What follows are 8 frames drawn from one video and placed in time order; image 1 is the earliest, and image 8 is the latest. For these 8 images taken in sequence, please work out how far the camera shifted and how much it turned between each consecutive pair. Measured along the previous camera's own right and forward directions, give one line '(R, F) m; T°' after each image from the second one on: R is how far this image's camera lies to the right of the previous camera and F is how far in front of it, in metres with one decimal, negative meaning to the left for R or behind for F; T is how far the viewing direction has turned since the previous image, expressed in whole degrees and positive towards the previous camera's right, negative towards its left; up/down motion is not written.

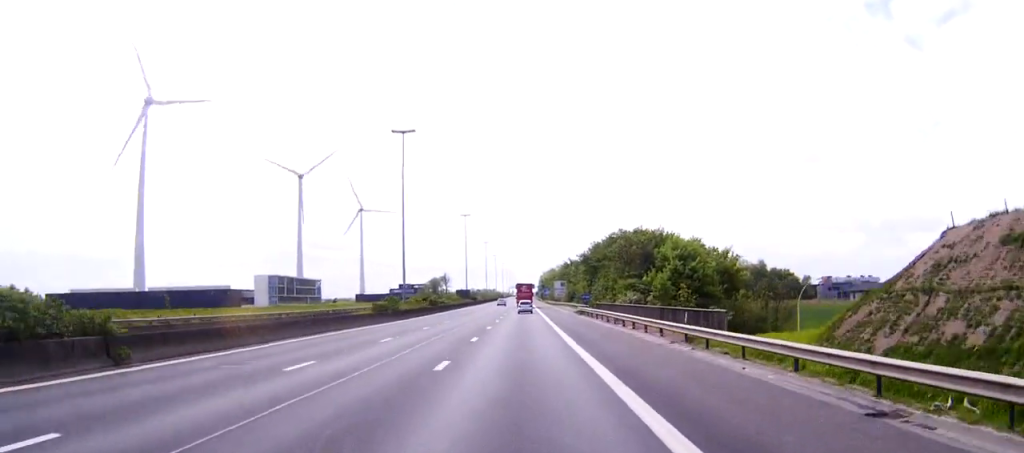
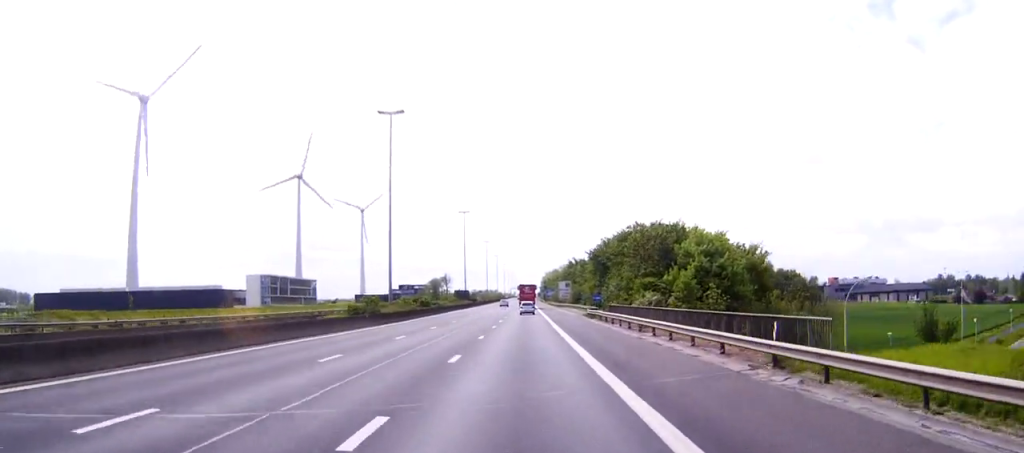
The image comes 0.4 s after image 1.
(0.0, +9.6) m; 0°
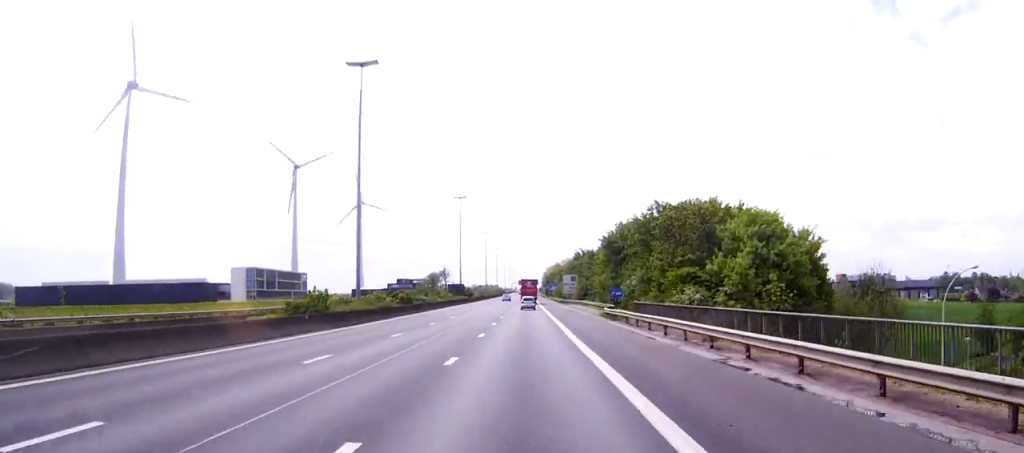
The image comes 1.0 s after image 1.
(0.0, +14.4) m; 0°
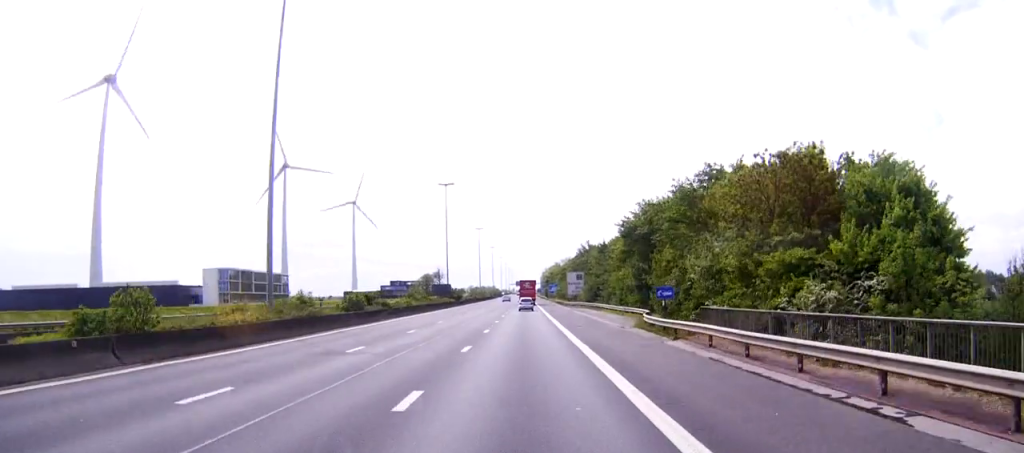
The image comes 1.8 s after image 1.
(0.0, +20.0) m; 0°
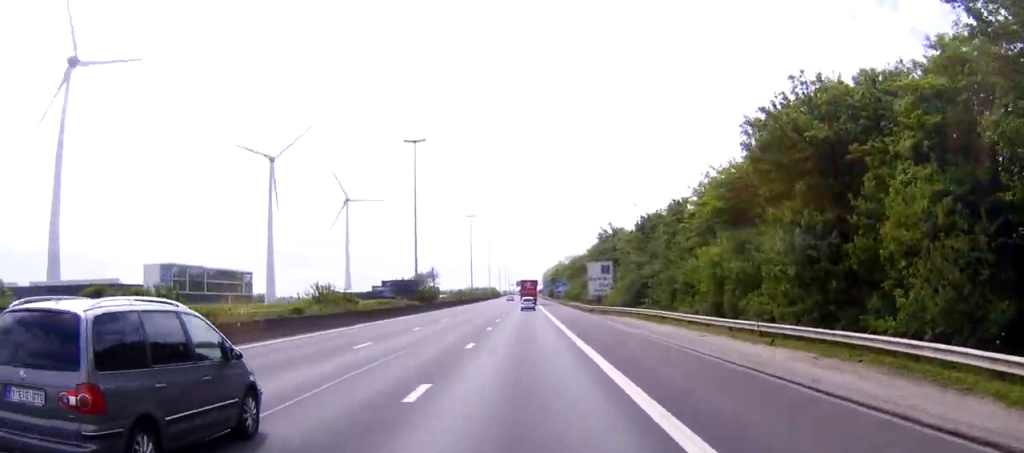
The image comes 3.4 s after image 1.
(0.0, +36.7) m; 0°
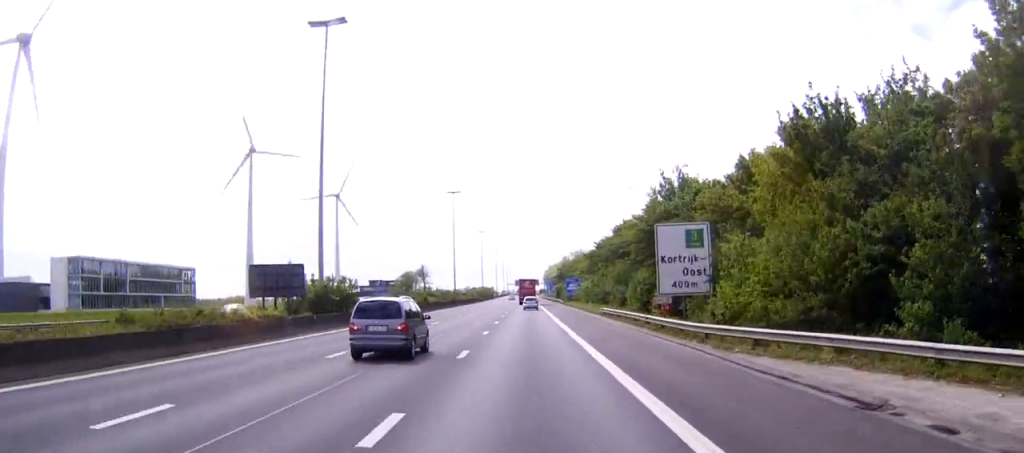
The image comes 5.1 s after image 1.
(0.0, +41.3) m; 0°
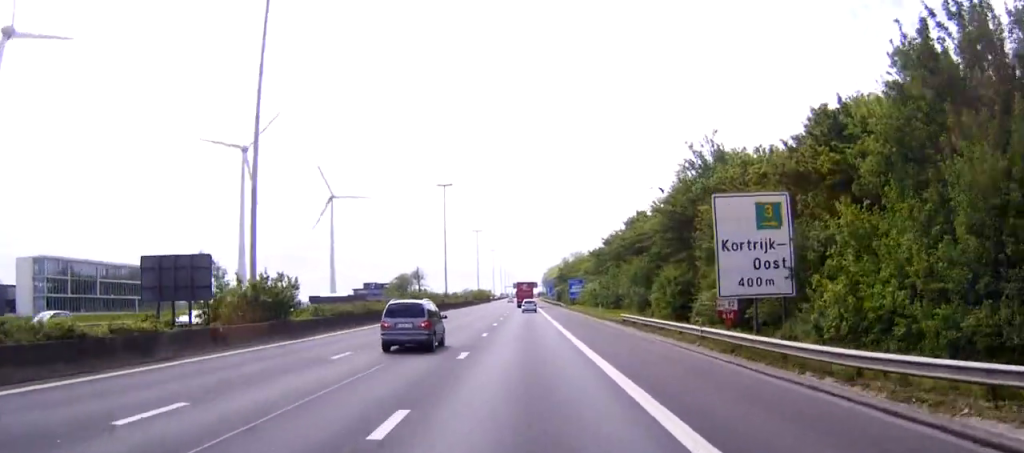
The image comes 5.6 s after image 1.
(0.0, +11.9) m; 0°
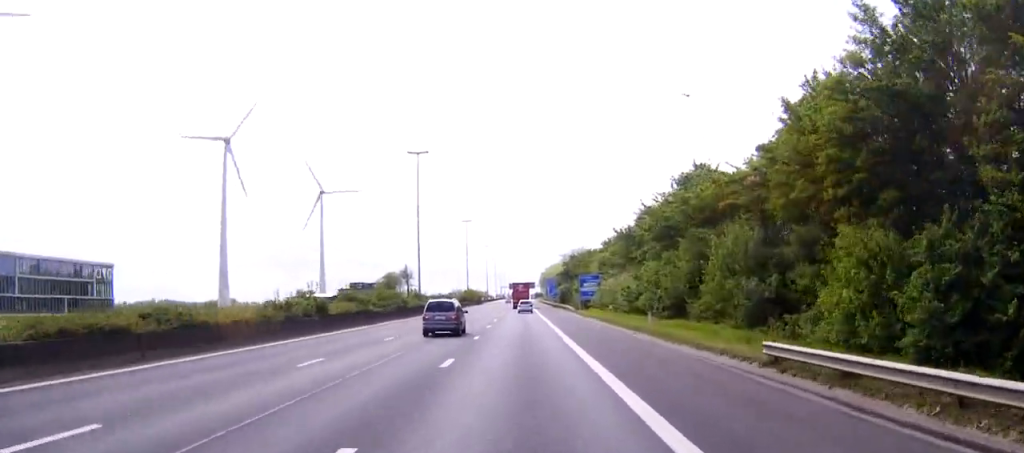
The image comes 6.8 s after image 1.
(-0.1, +27.7) m; 0°
